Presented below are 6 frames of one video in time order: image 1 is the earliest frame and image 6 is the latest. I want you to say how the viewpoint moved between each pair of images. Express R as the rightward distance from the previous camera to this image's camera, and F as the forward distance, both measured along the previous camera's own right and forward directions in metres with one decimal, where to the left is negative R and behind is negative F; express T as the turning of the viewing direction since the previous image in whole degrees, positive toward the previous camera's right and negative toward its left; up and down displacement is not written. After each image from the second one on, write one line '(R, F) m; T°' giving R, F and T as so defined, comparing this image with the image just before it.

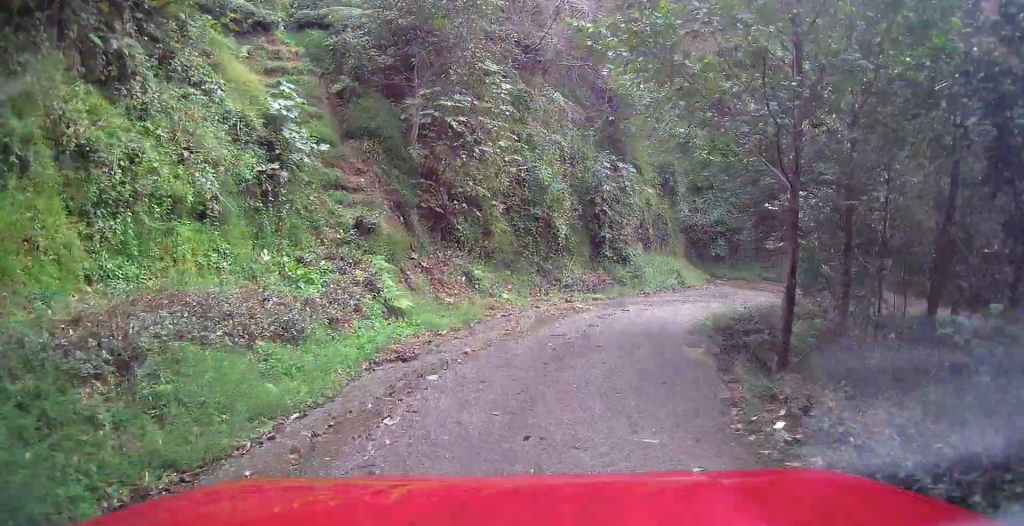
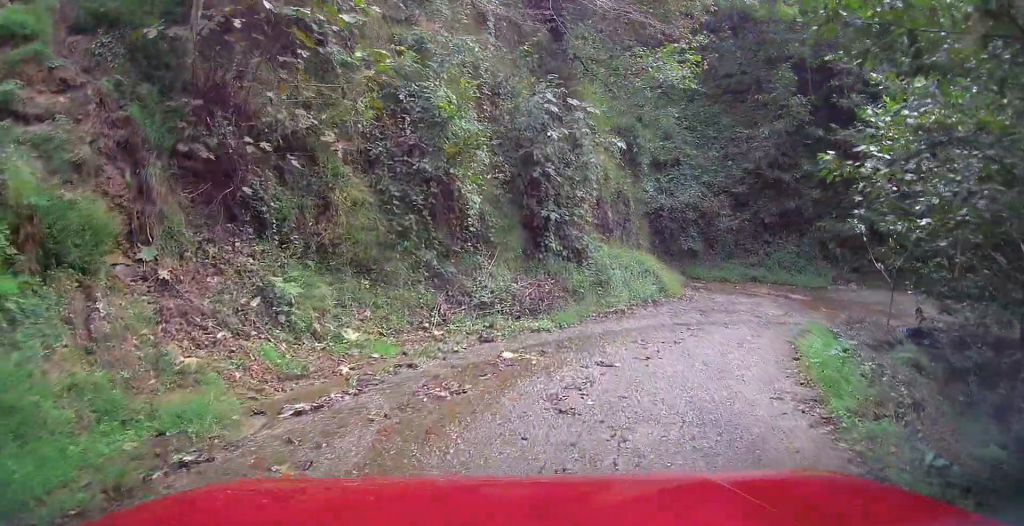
(+0.1, +7.9) m; +5°
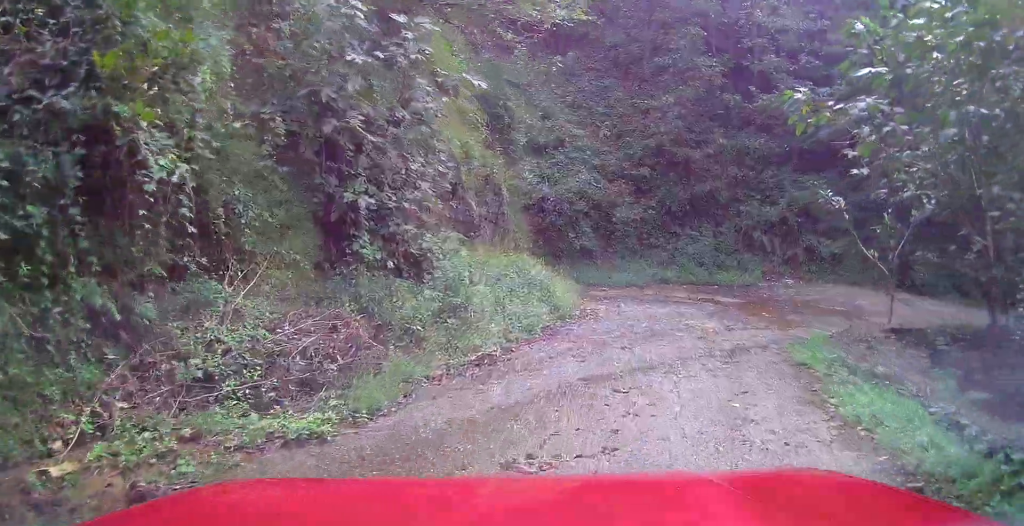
(+0.4, +5.3) m; +9°
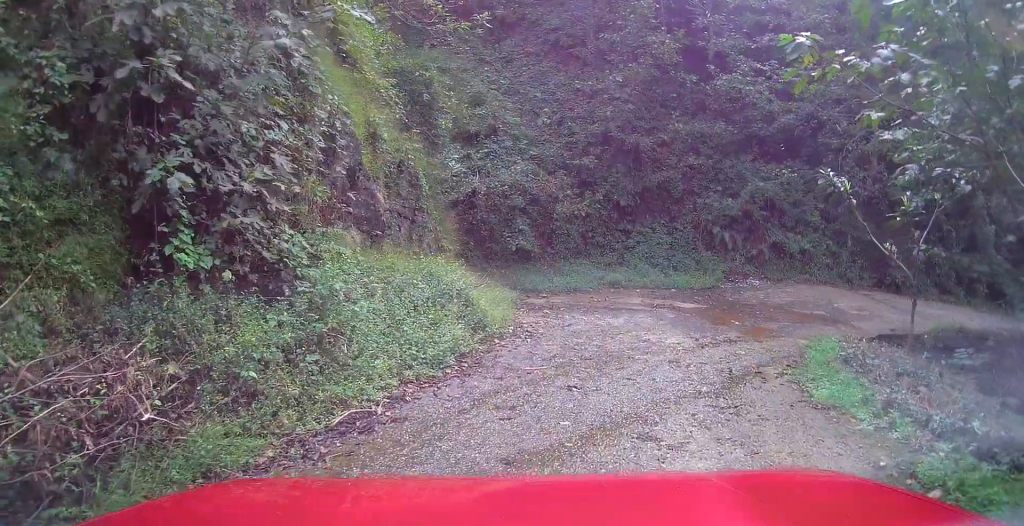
(0.0, +2.7) m; +6°
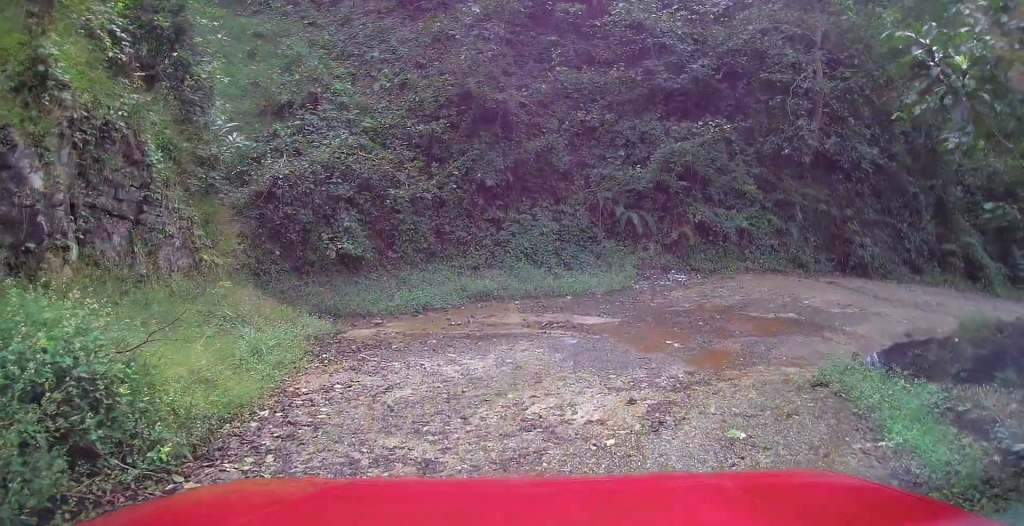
(+0.7, +5.3) m; +8°
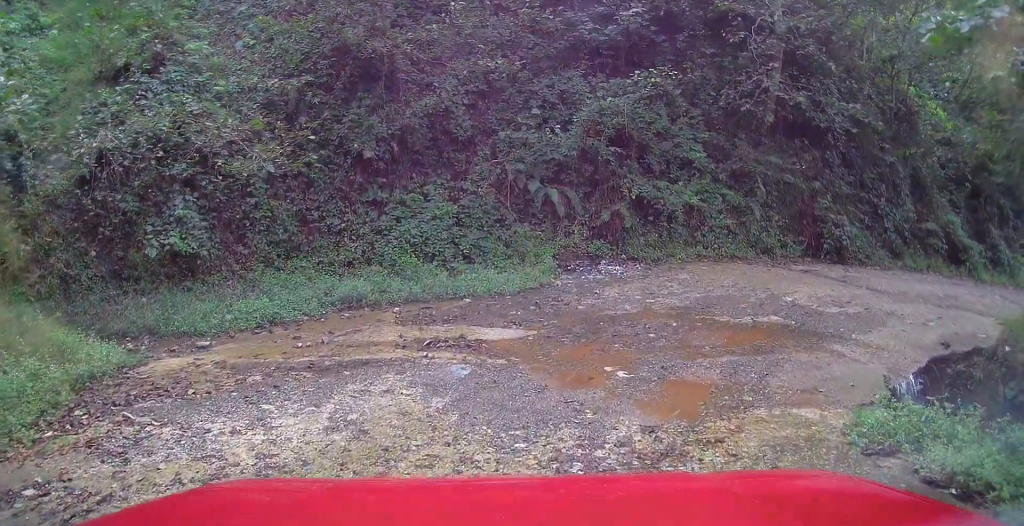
(0.0, +3.3) m; +1°
